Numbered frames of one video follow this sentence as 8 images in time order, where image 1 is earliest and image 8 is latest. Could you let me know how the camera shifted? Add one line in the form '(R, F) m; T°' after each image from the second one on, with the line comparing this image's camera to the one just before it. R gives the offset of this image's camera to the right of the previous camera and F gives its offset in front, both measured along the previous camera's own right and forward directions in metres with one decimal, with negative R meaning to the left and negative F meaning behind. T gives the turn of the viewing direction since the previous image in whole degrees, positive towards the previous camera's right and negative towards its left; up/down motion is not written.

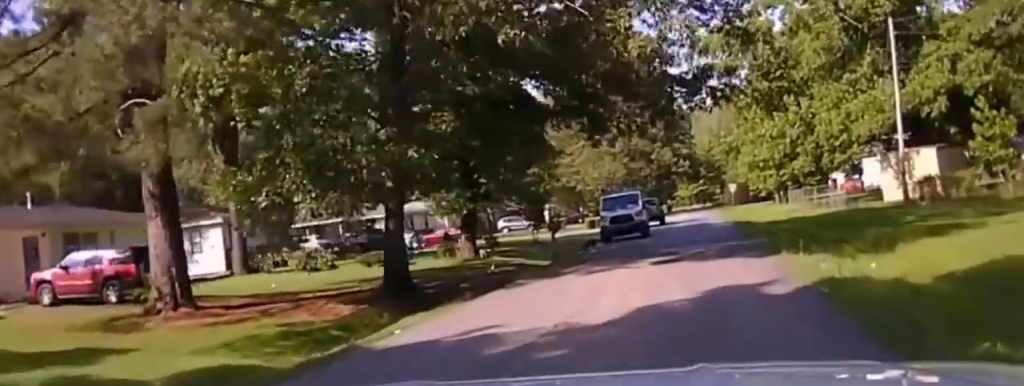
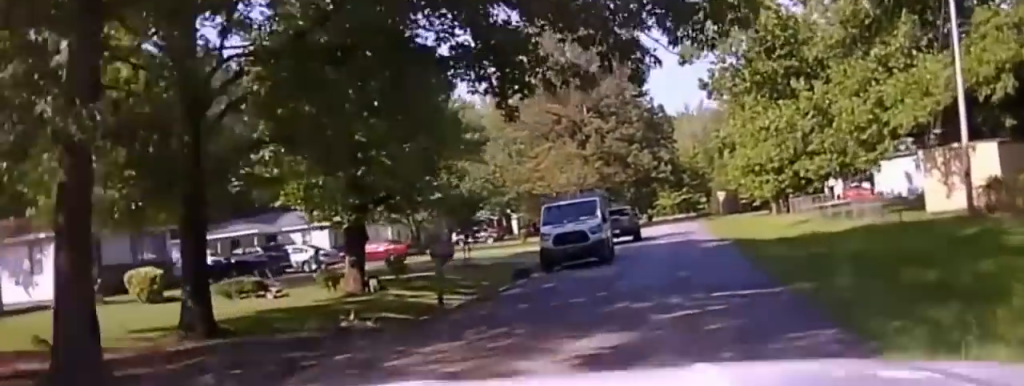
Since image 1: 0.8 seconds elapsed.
(+0.3, +12.6) m; +2°
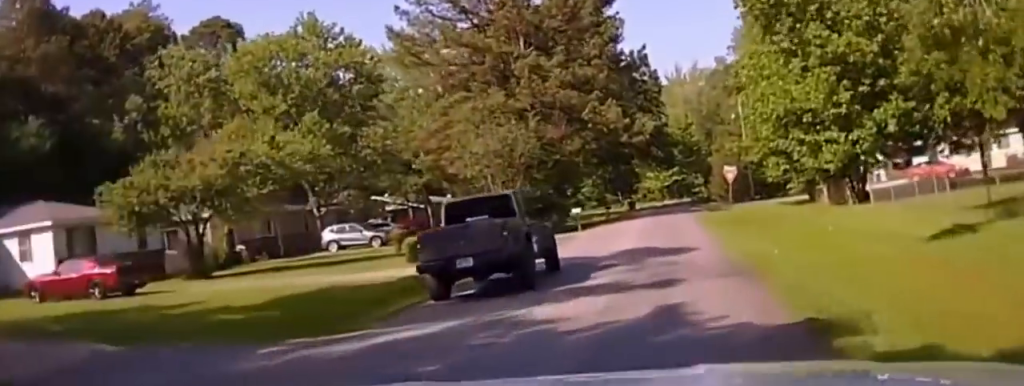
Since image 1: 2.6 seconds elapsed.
(0.0, +27.6) m; -1°
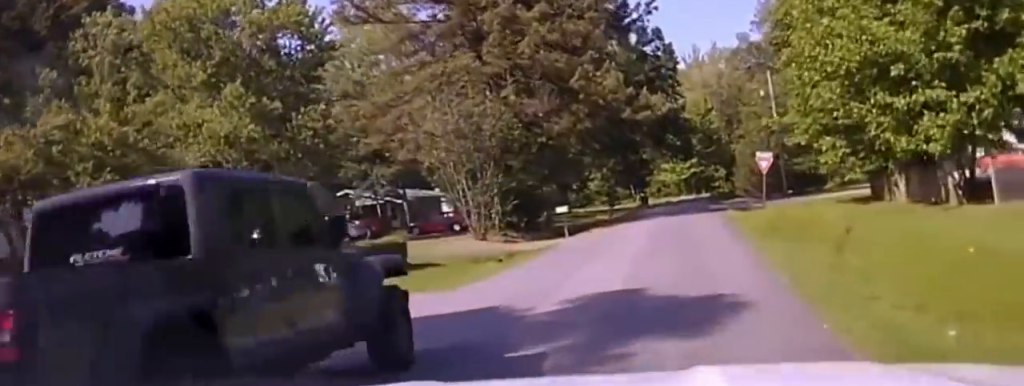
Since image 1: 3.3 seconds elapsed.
(-0.1, +9.9) m; -1°
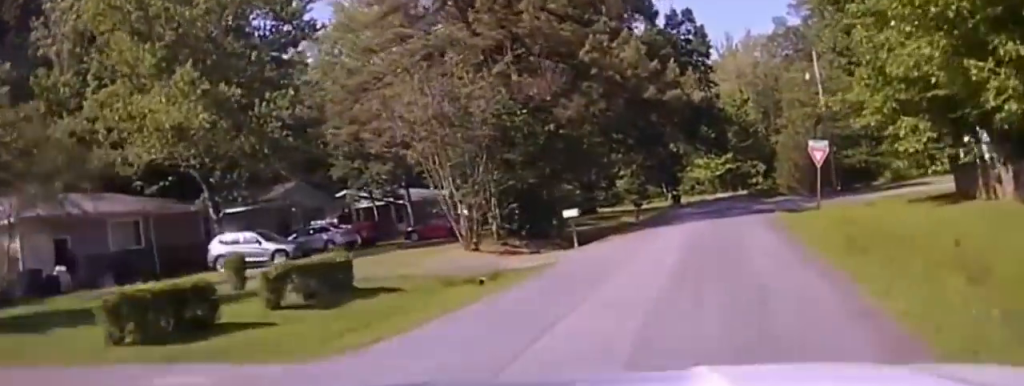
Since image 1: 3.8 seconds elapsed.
(-0.1, +5.6) m; 0°
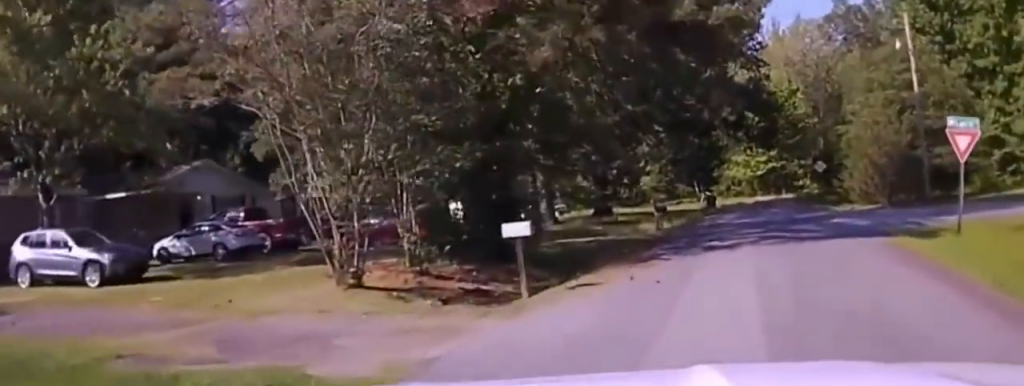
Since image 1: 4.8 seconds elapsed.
(0.0, +11.4) m; +1°
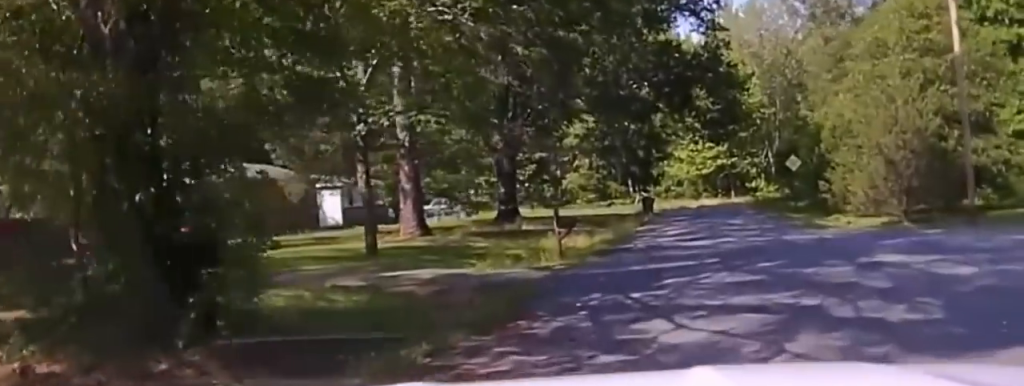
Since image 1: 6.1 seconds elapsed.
(+0.2, +12.2) m; +2°
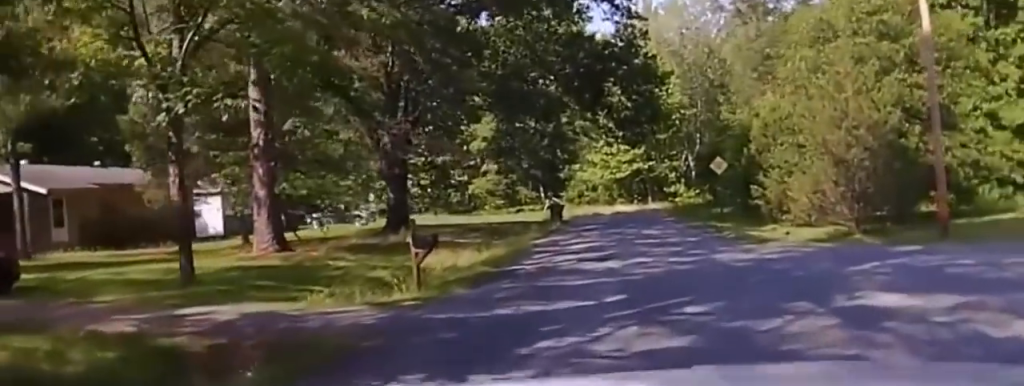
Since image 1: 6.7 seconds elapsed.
(0.0, +5.7) m; +3°
